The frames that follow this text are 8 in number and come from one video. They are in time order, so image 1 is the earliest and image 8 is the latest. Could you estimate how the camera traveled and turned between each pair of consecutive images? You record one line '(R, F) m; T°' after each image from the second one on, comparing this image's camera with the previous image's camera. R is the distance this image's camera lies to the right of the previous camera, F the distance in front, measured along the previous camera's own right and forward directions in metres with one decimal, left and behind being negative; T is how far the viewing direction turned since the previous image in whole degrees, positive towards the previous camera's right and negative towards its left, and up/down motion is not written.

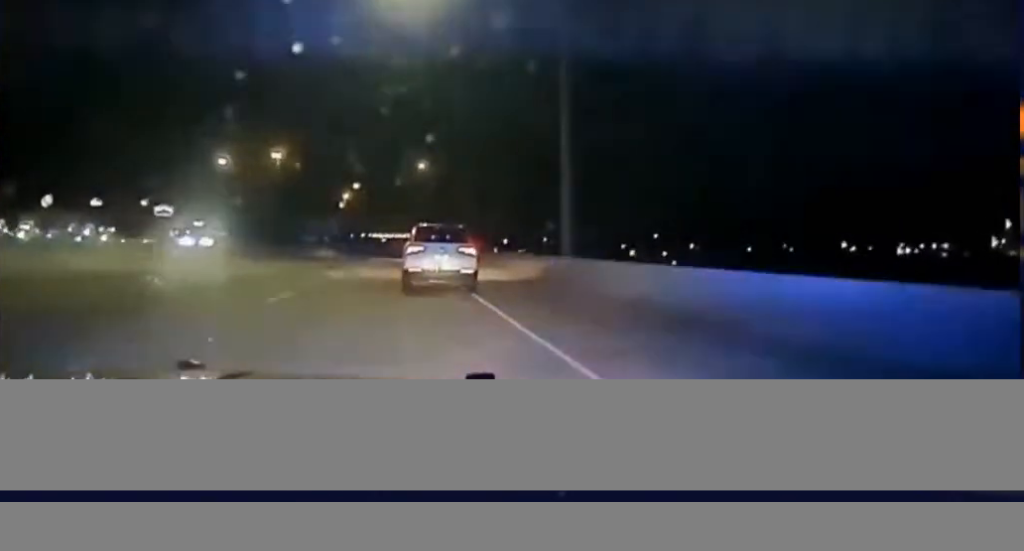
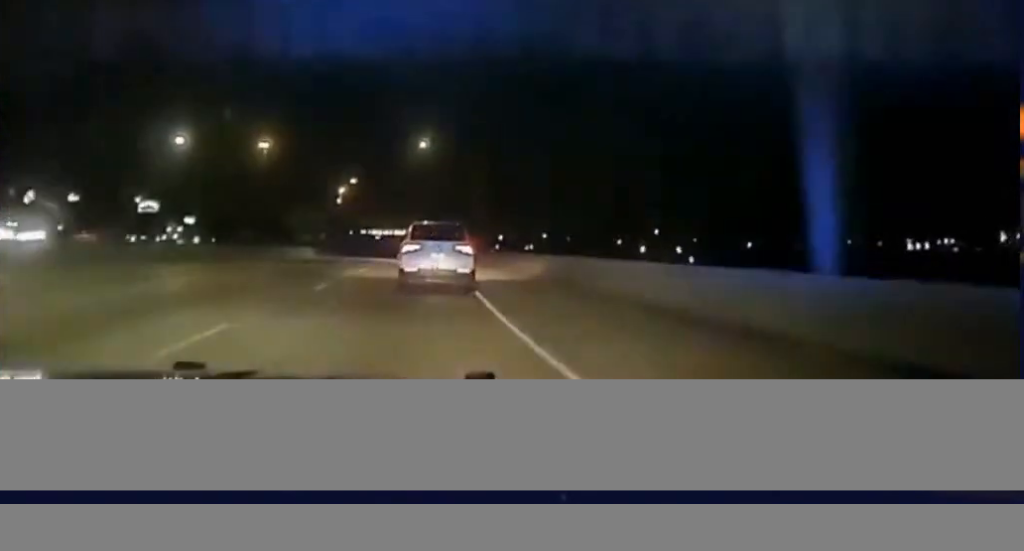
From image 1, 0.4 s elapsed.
(0.0, +24.3) m; 0°
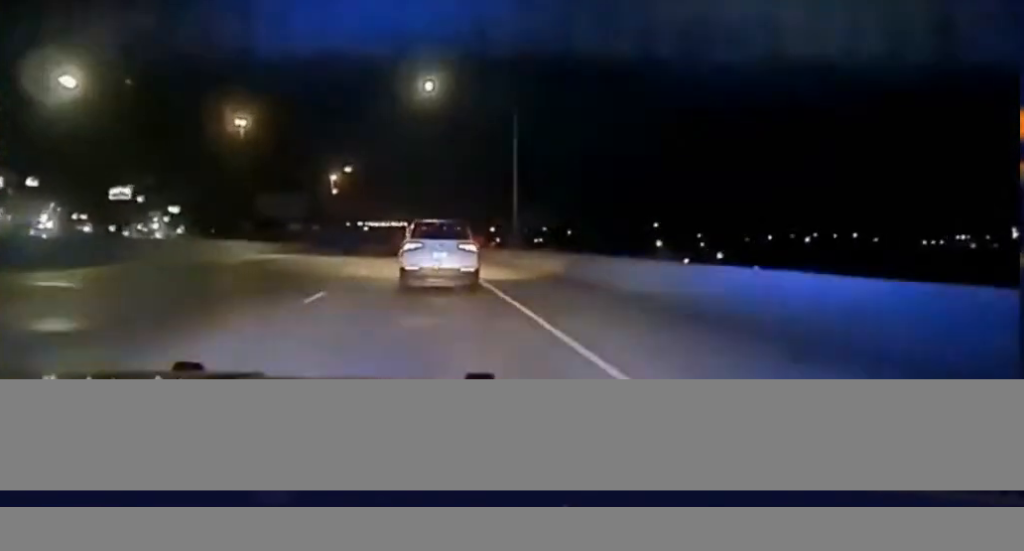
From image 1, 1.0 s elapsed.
(0.0, +26.8) m; 0°
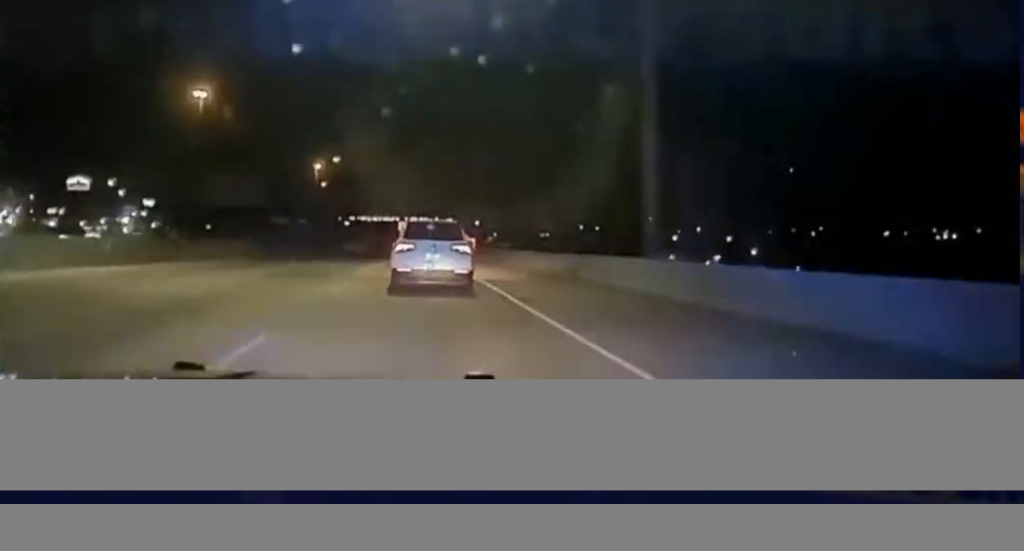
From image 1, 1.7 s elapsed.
(0.0, +29.9) m; 0°
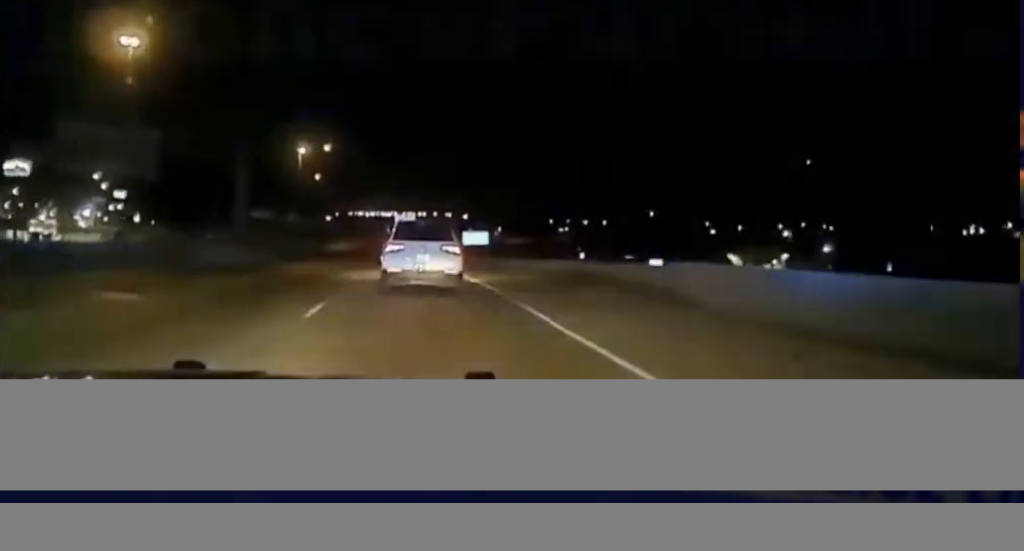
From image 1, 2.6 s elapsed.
(+0.1, +36.9) m; 0°
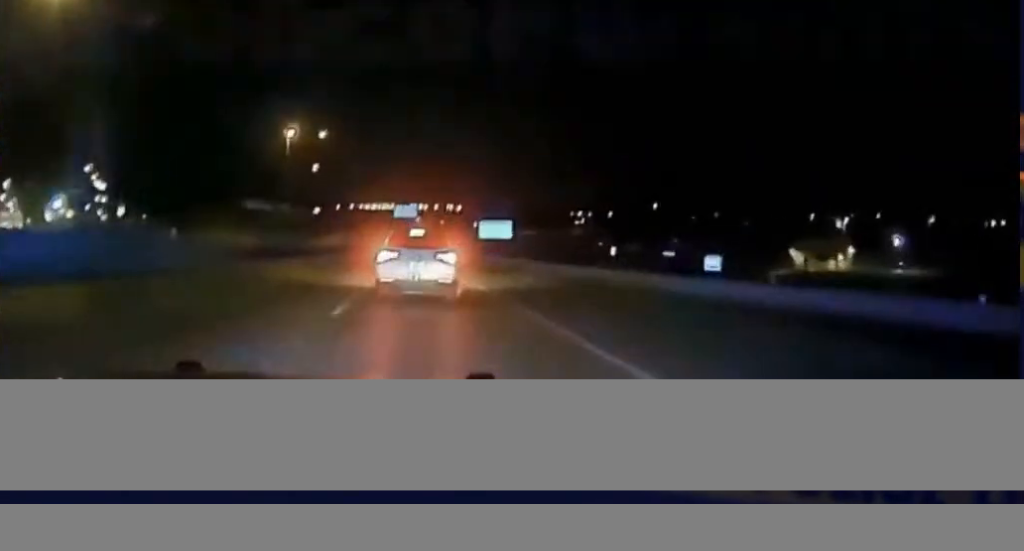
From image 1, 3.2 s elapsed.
(0.0, +23.5) m; 0°
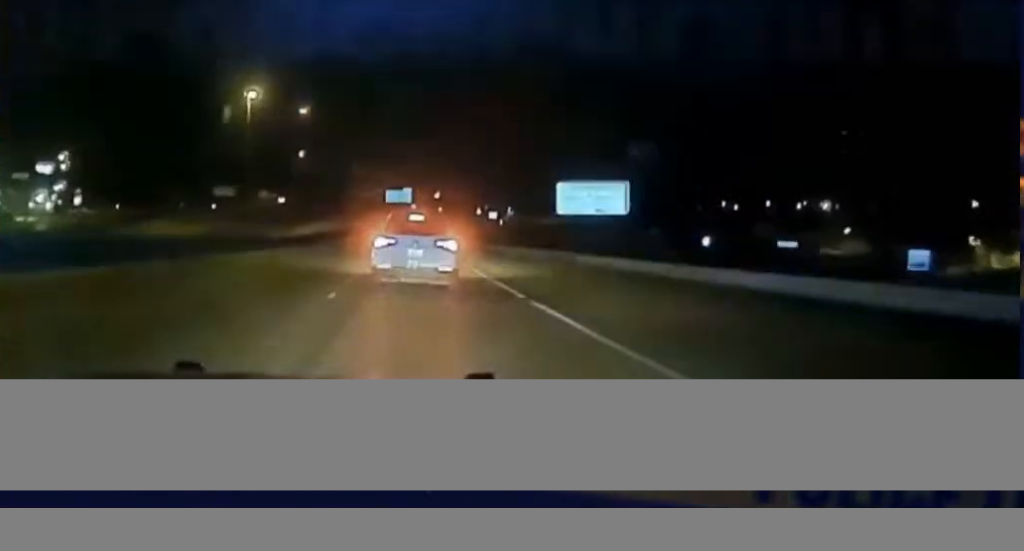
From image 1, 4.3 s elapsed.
(+0.1, +45.8) m; 0°
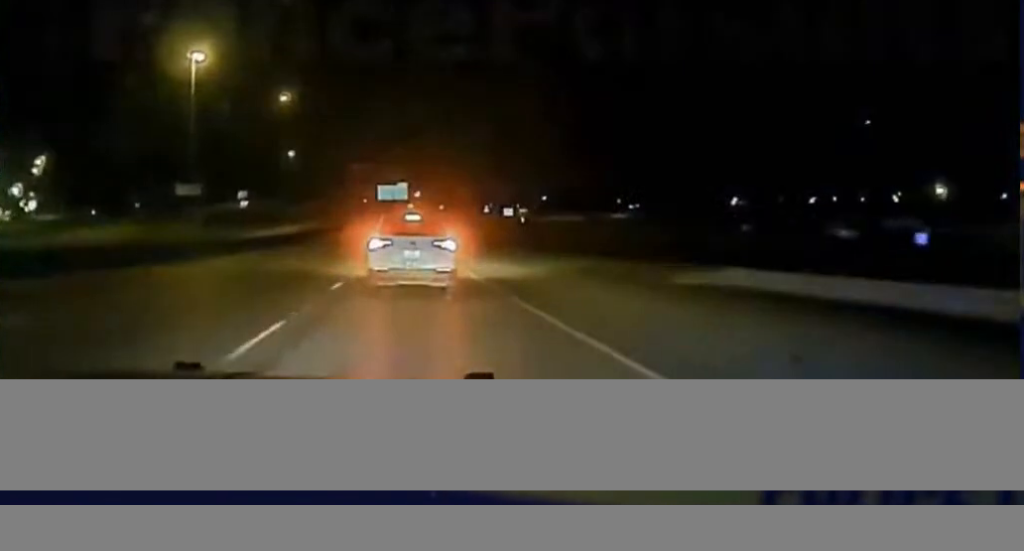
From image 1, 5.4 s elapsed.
(+0.1, +44.8) m; +1°
